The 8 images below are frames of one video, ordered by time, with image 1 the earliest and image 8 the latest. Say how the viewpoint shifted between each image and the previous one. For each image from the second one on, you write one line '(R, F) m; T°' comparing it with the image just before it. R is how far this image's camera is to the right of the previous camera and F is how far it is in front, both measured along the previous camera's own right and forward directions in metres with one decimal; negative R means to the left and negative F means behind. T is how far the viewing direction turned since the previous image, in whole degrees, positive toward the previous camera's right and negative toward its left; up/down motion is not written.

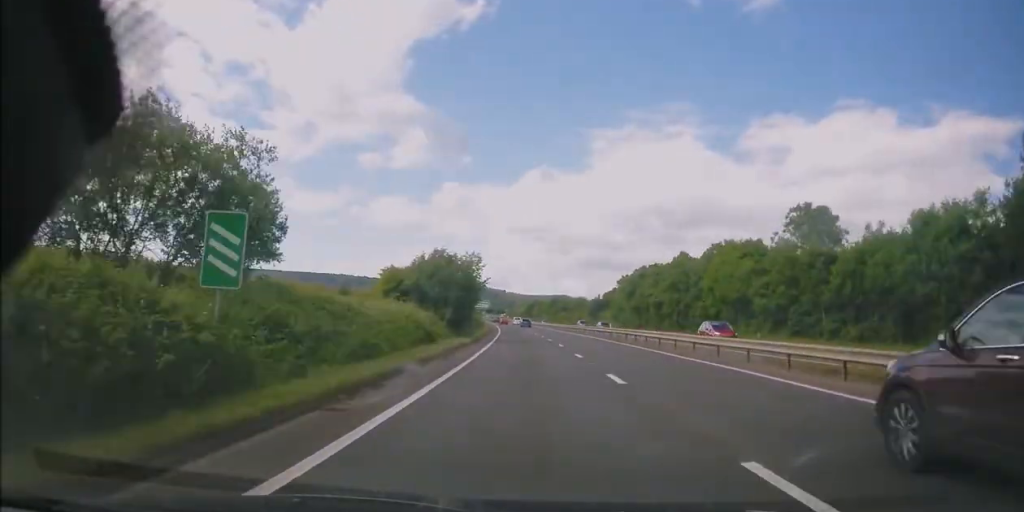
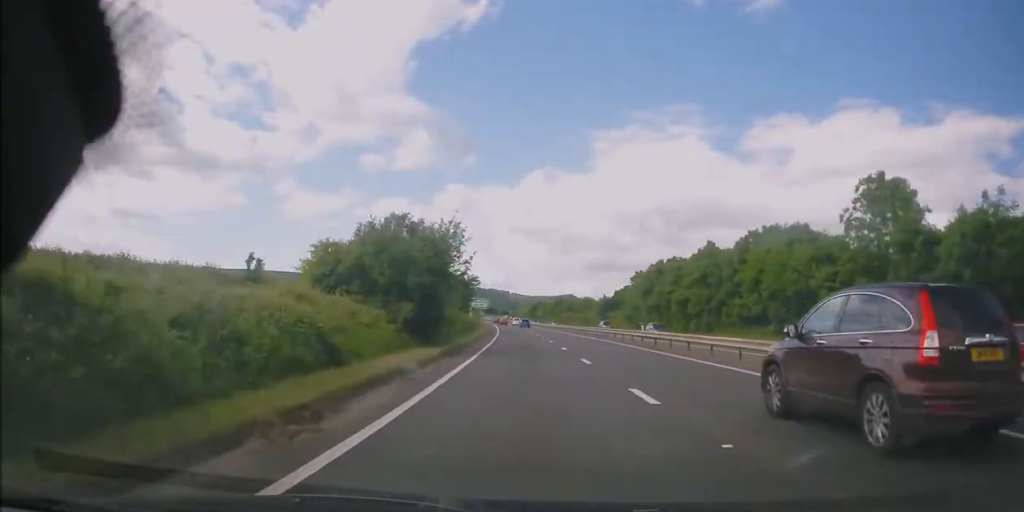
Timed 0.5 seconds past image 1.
(-0.1, +12.0) m; 0°
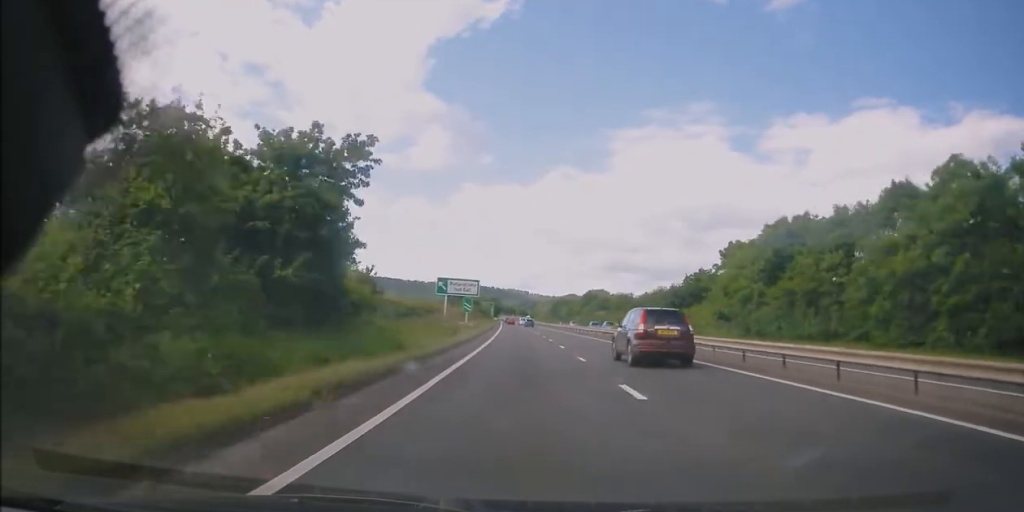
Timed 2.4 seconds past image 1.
(-0.6, +44.9) m; -2°
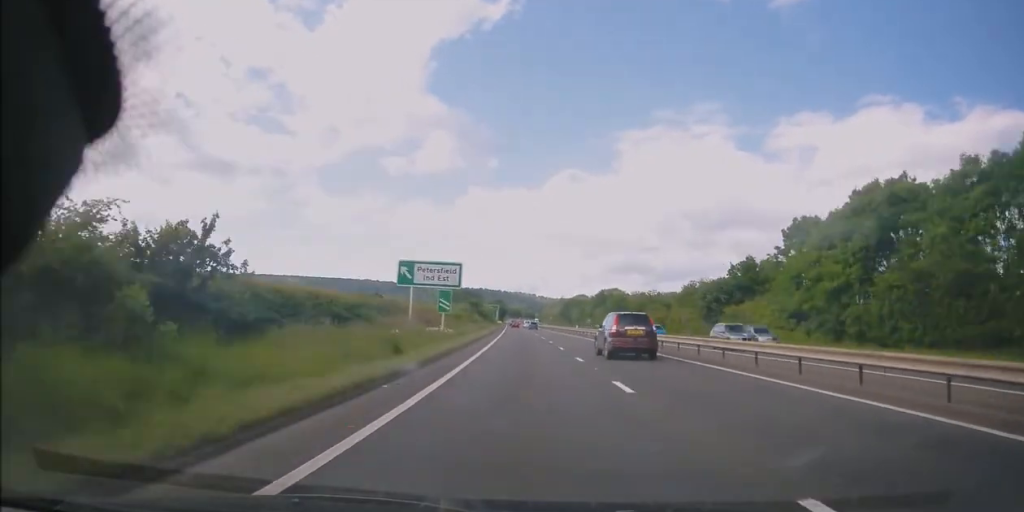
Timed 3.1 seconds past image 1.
(-0.2, +16.9) m; -1°
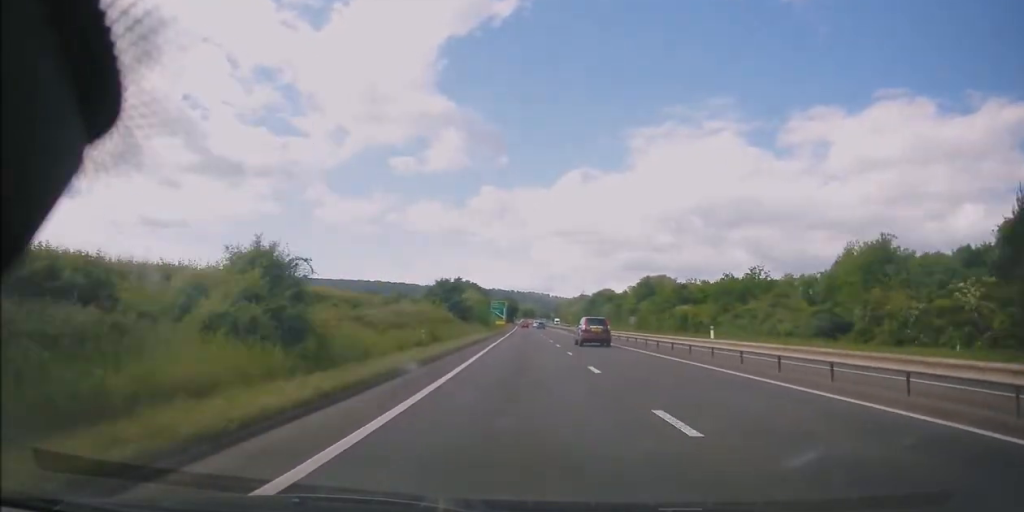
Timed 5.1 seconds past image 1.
(-0.6, +49.9) m; -1°
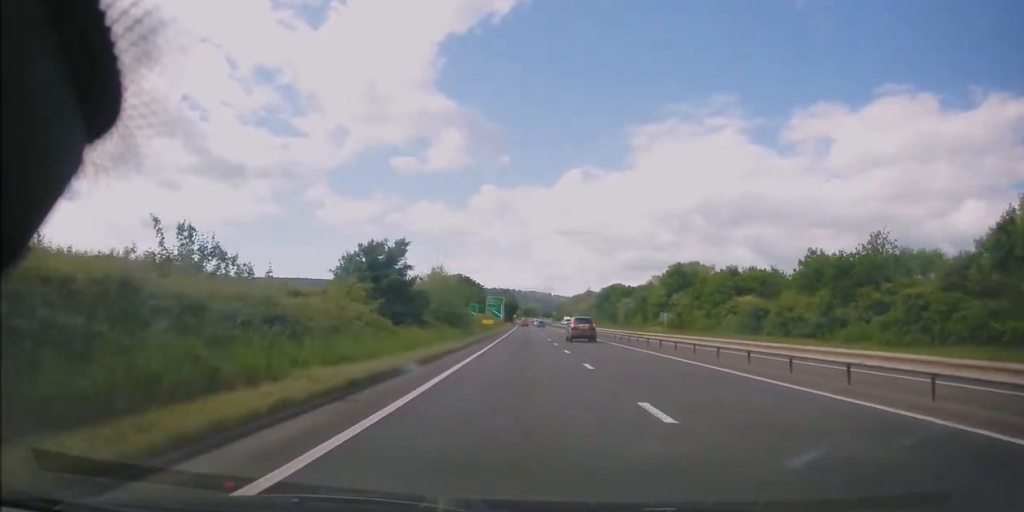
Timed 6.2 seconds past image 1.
(-0.1, +26.6) m; 0°
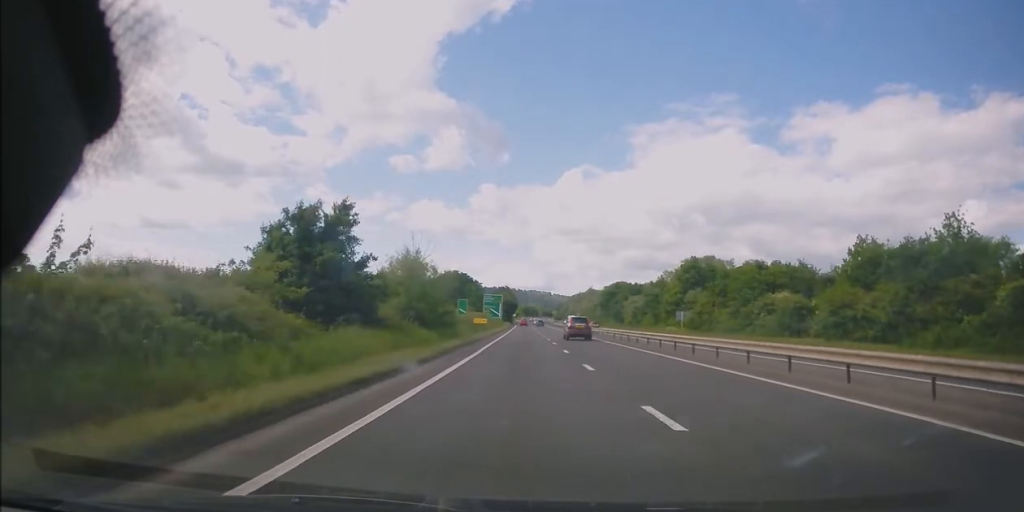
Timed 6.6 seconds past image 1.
(0.0, +9.7) m; 0°
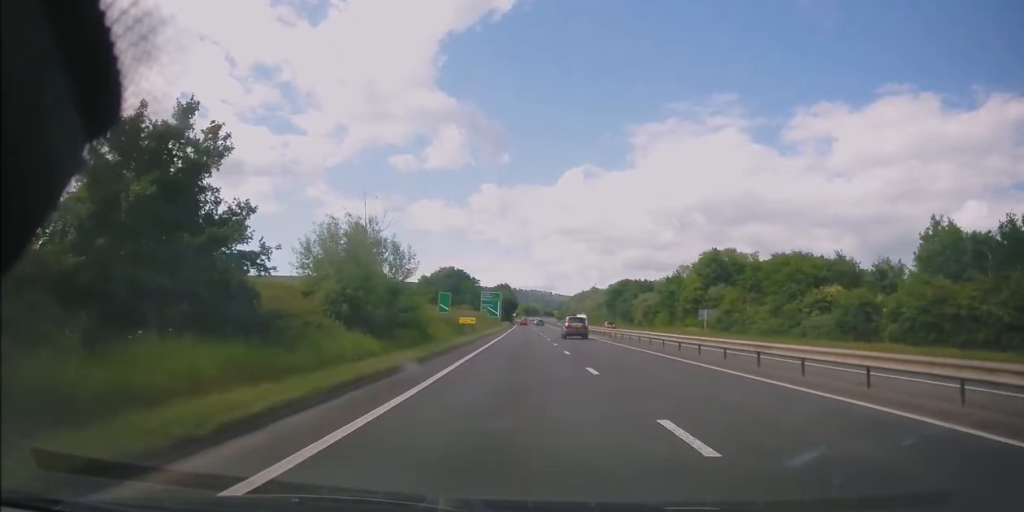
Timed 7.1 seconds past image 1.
(0.0, +10.5) m; 0°
